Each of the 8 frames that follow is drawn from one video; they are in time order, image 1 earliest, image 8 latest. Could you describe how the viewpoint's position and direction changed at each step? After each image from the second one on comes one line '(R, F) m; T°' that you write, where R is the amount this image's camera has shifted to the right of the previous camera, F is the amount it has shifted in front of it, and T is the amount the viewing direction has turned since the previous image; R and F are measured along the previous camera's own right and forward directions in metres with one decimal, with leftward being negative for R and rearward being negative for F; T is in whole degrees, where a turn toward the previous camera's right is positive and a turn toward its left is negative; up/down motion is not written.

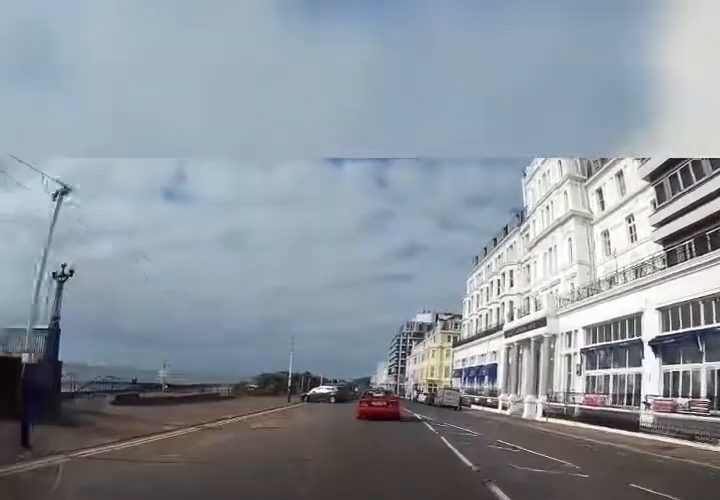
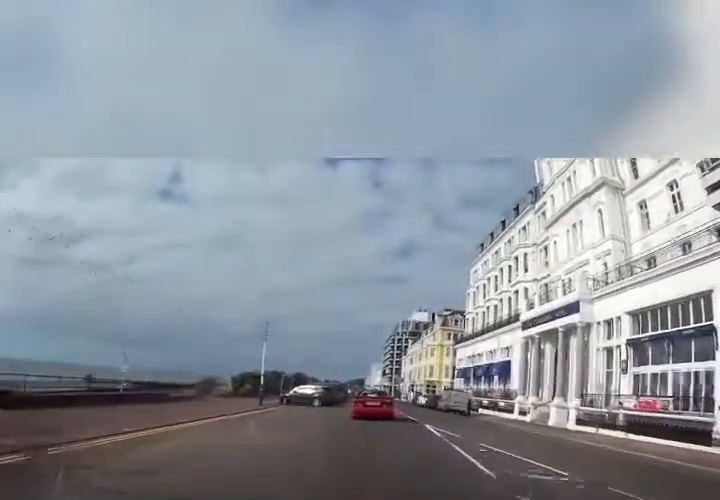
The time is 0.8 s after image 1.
(-0.1, +6.2) m; -2°
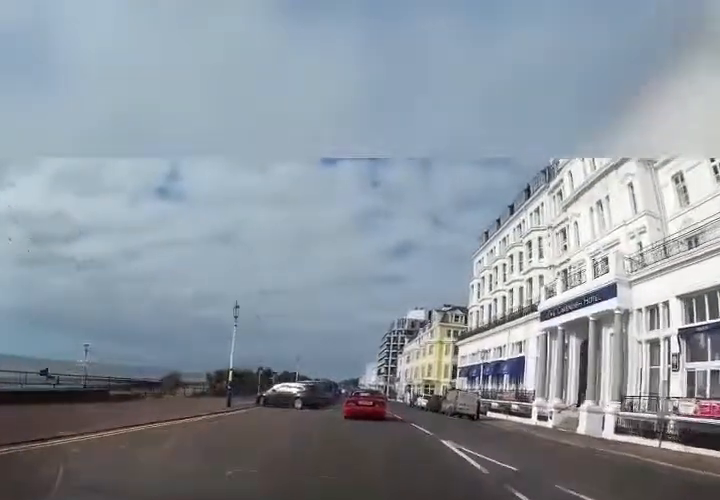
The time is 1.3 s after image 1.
(0.0, +4.9) m; -1°
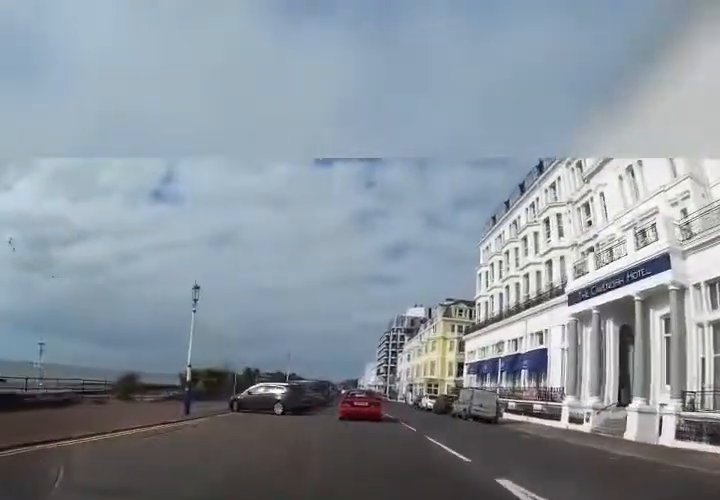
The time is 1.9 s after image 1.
(0.0, +5.1) m; 0°
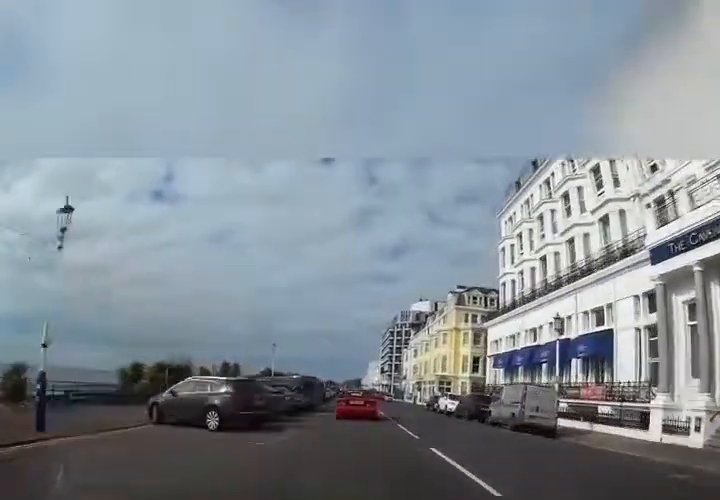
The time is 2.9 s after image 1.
(0.0, +9.0) m; +1°
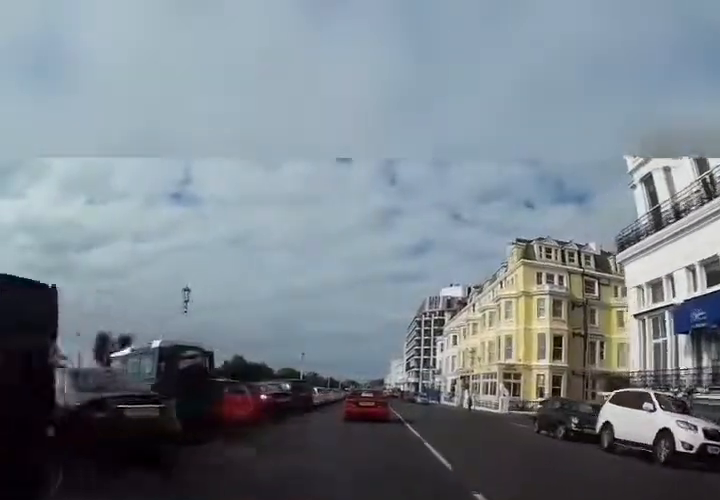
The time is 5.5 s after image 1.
(+0.4, +22.7) m; 0°
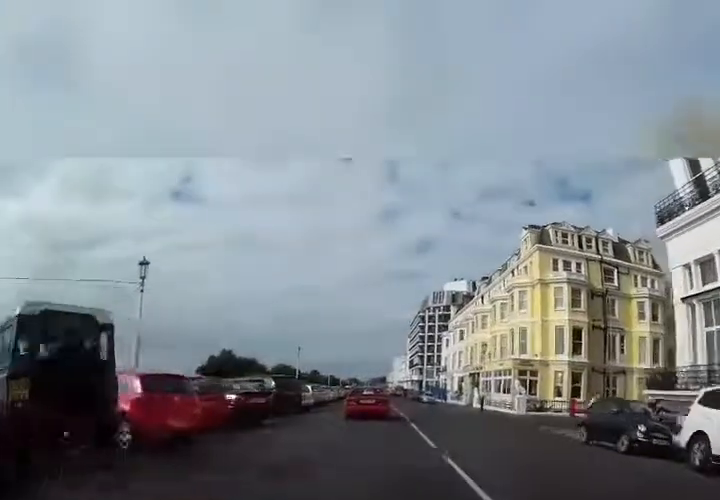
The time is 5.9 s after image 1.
(0.0, +3.5) m; +4°
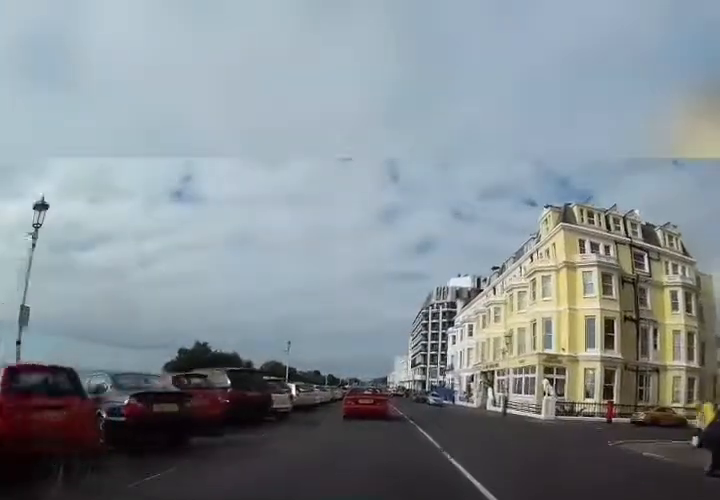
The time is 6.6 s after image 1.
(0.0, +5.6) m; +5°
